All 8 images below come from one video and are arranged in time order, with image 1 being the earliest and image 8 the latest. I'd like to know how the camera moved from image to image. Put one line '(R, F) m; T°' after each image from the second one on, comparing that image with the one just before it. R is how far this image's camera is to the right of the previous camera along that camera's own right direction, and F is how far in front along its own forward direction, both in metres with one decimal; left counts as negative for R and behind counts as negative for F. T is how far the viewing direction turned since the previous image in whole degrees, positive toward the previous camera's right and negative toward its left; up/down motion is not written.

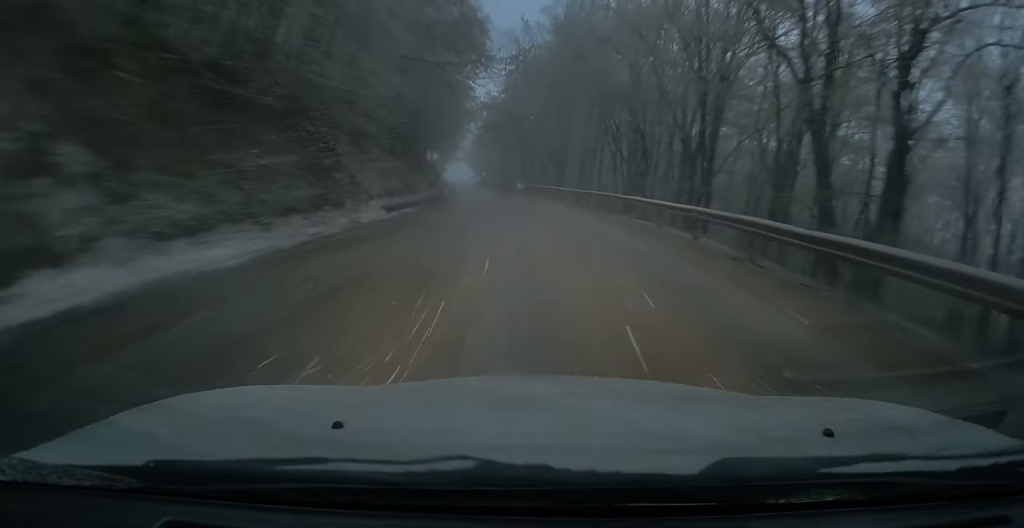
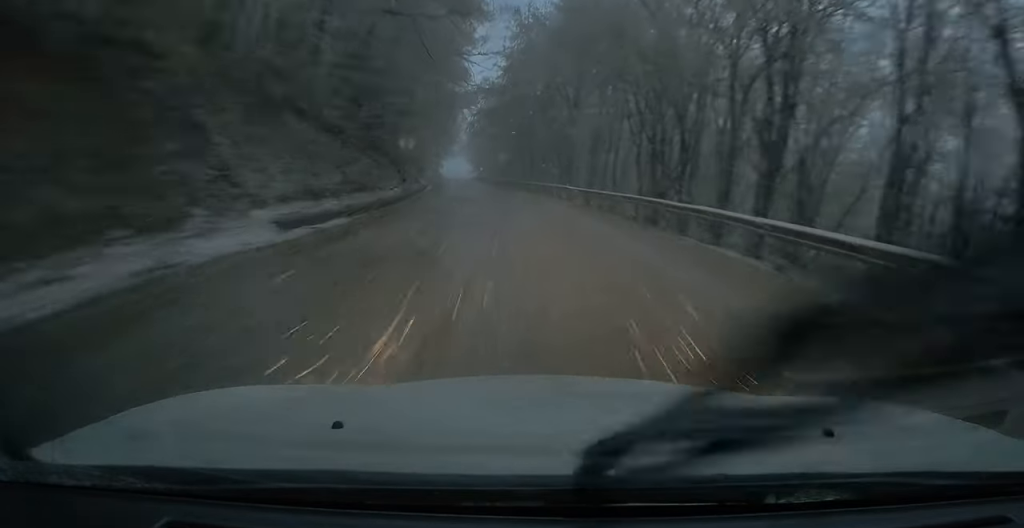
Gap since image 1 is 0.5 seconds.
(-0.1, +9.1) m; -1°
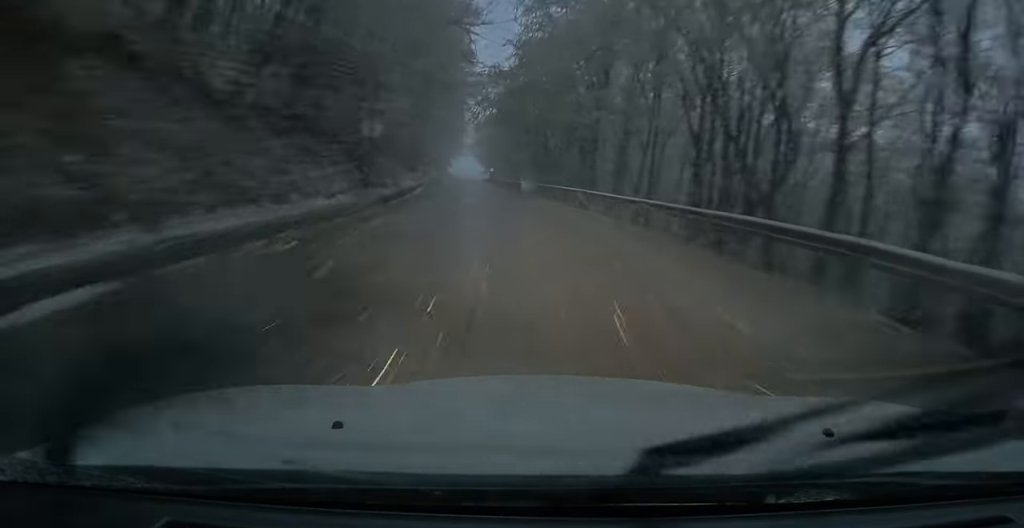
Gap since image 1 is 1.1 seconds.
(0.0, +9.8) m; -1°
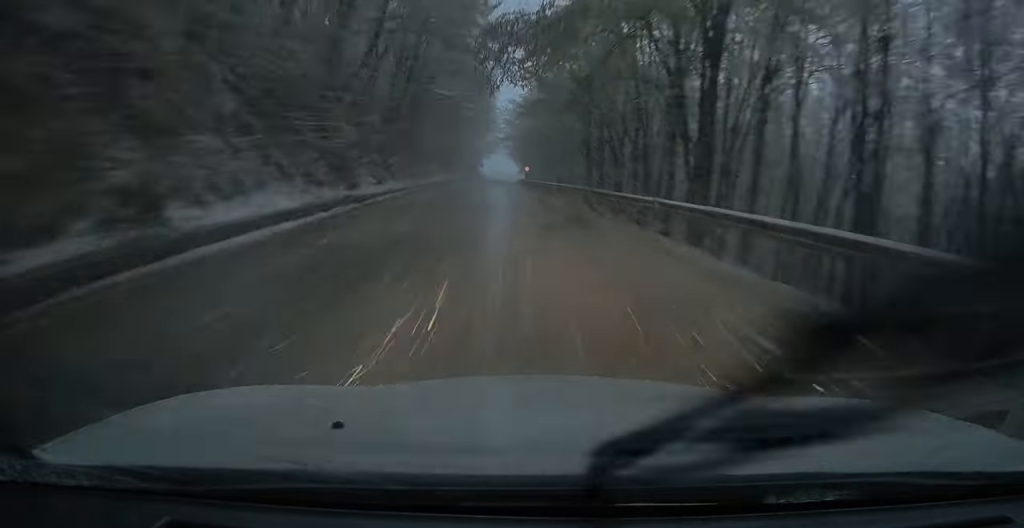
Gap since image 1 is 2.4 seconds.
(-0.3, +22.2) m; -1°
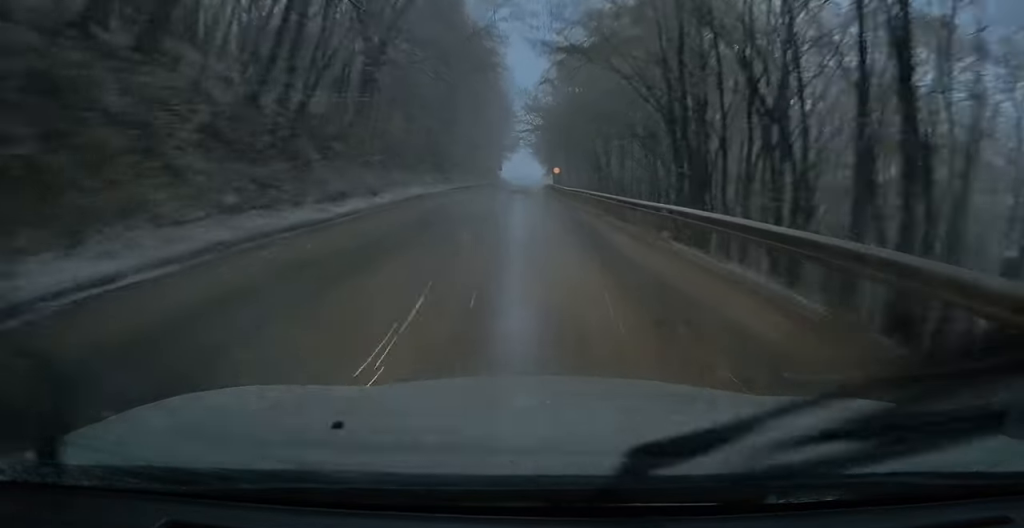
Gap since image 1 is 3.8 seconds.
(-0.1, +24.8) m; -1°
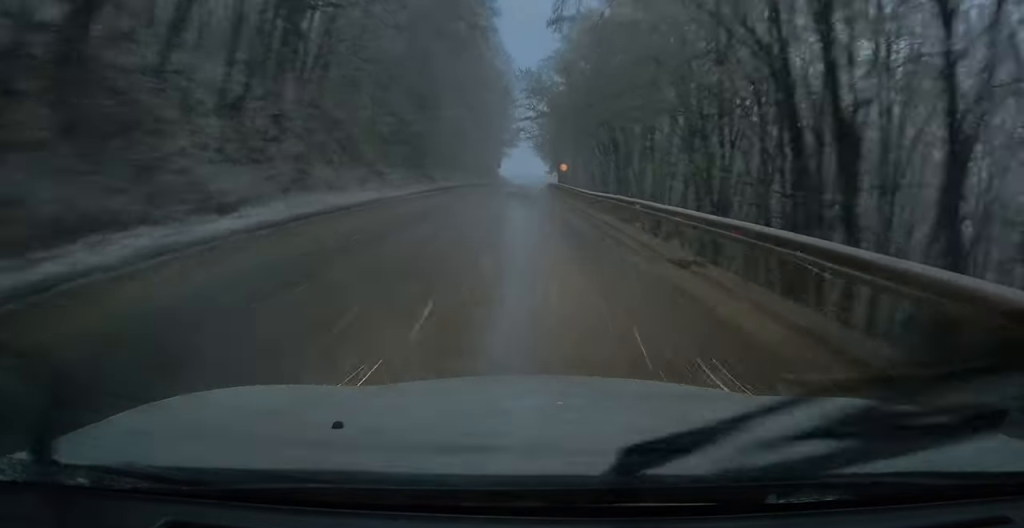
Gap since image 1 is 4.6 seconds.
(0.0, +13.1) m; 0°
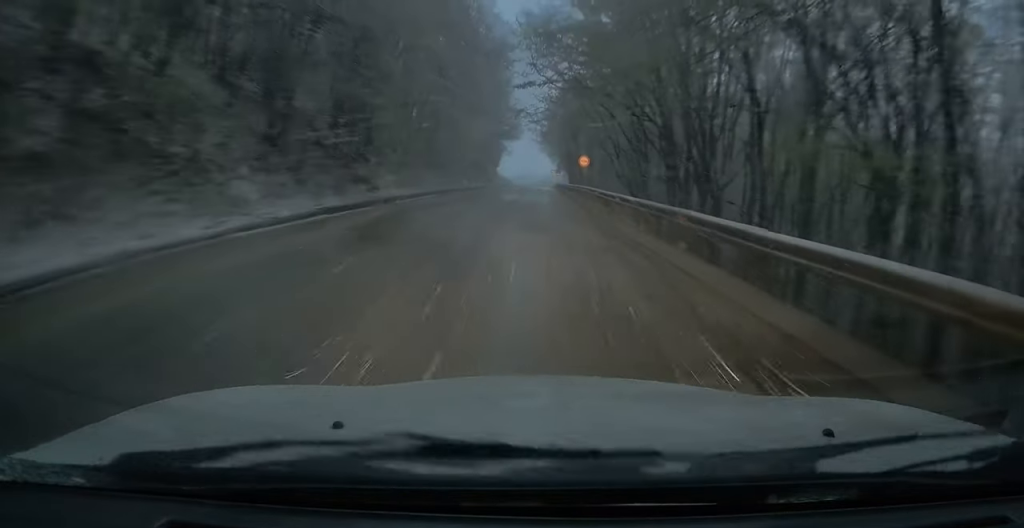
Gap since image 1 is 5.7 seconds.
(+0.1, +20.0) m; +1°
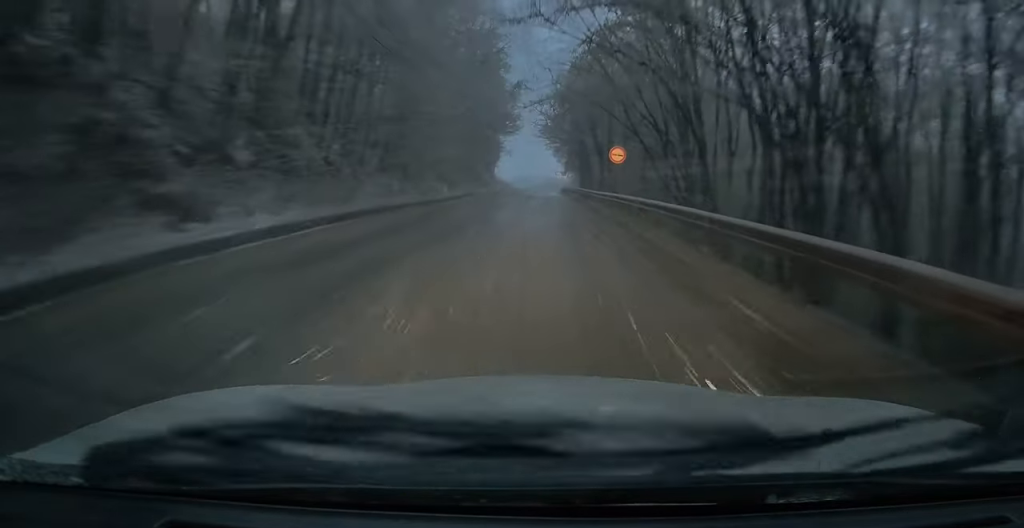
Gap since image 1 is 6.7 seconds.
(+0.1, +16.1) m; +1°
